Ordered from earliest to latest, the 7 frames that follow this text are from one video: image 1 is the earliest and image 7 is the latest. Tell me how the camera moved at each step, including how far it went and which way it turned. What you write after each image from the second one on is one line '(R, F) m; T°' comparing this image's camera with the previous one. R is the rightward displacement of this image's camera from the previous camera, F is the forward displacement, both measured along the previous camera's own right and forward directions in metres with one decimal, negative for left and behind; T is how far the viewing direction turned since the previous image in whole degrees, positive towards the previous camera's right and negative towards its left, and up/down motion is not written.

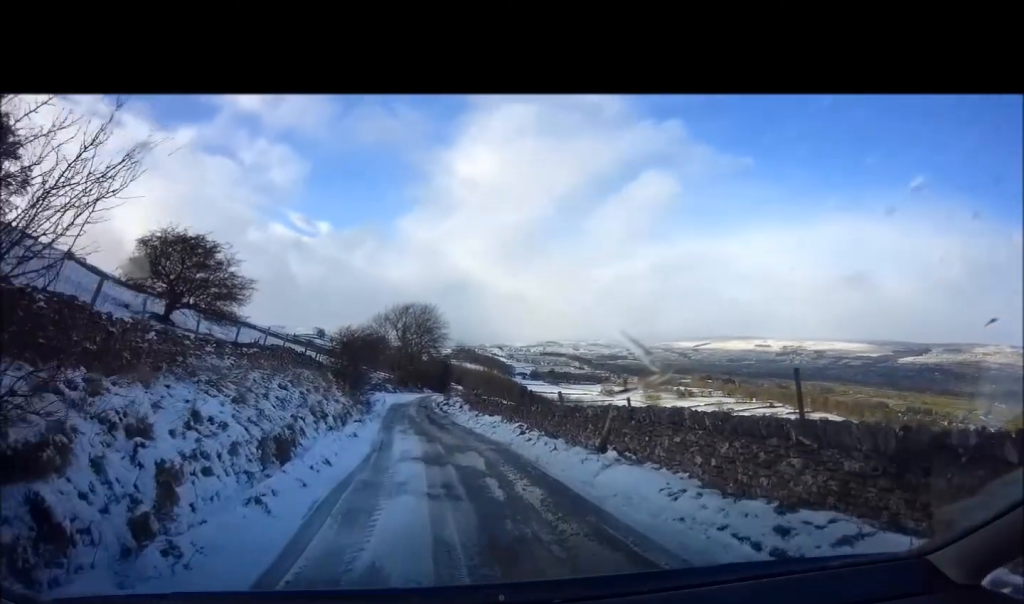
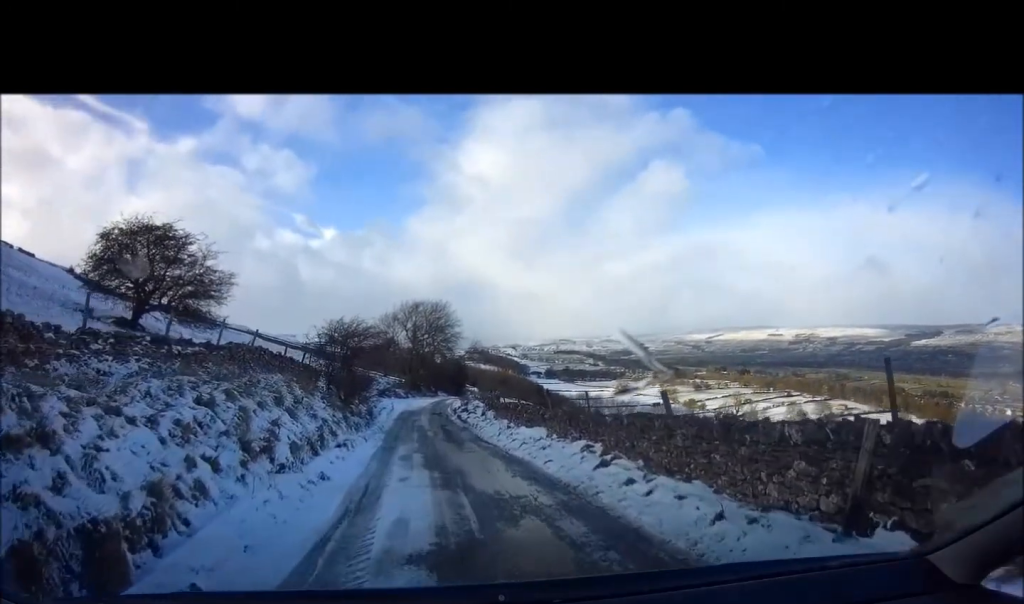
(-0.5, +5.9) m; -4°
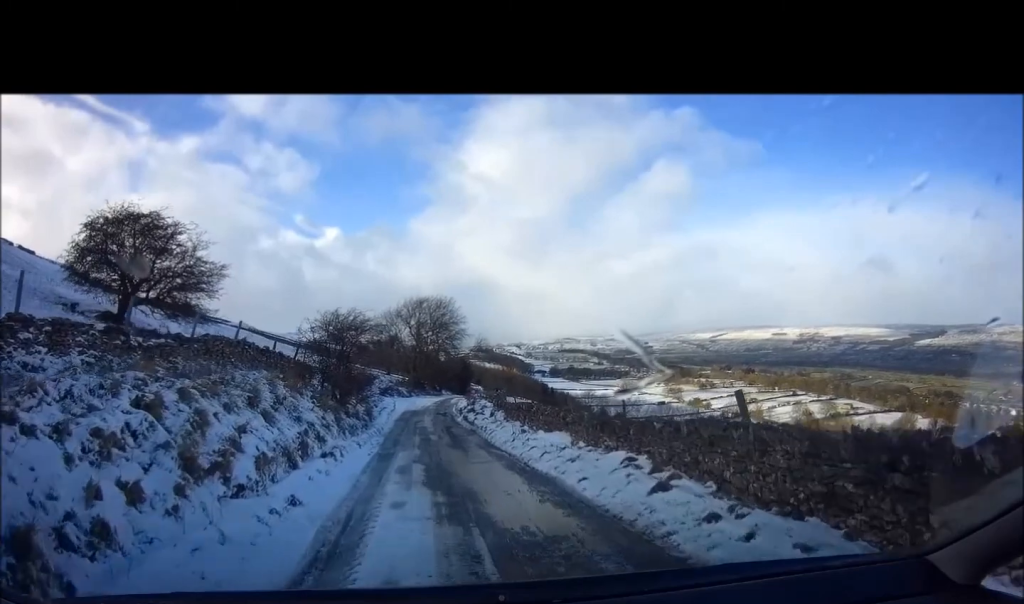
(0.0, +2.0) m; -4°
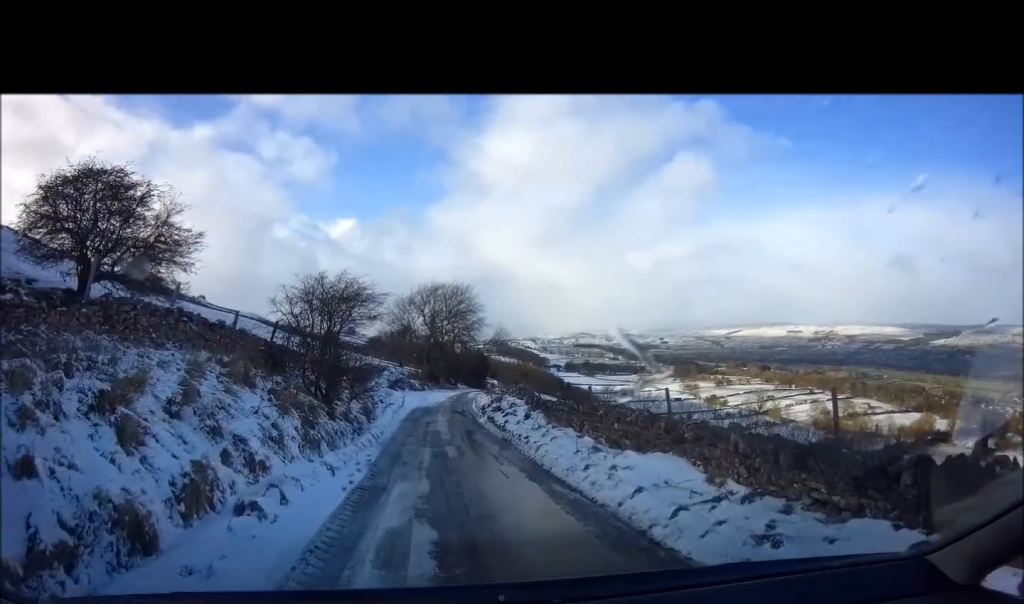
(-0.4, +5.7) m; -1°
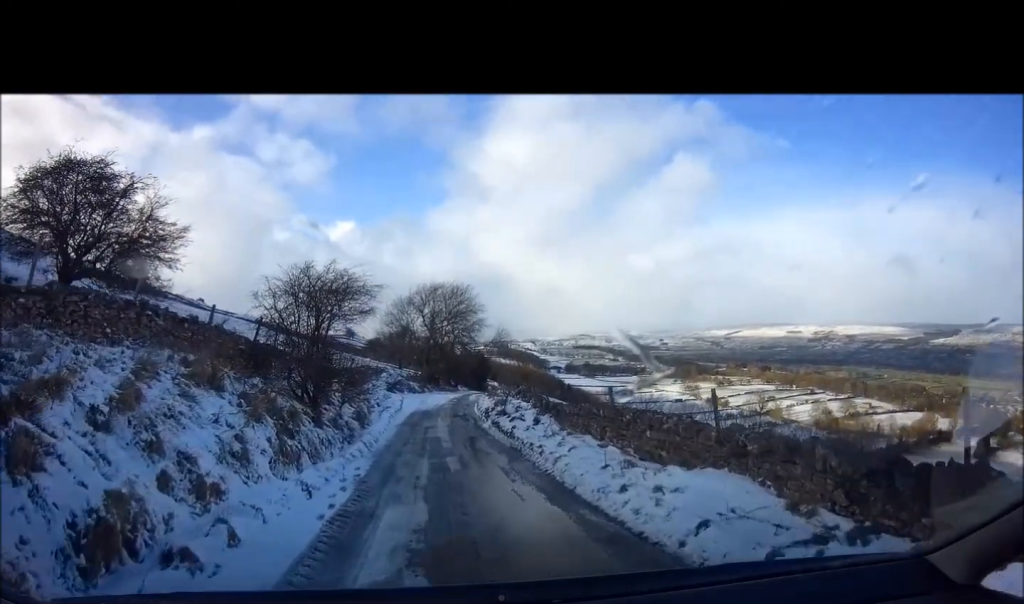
(+0.2, +1.7) m; +5°
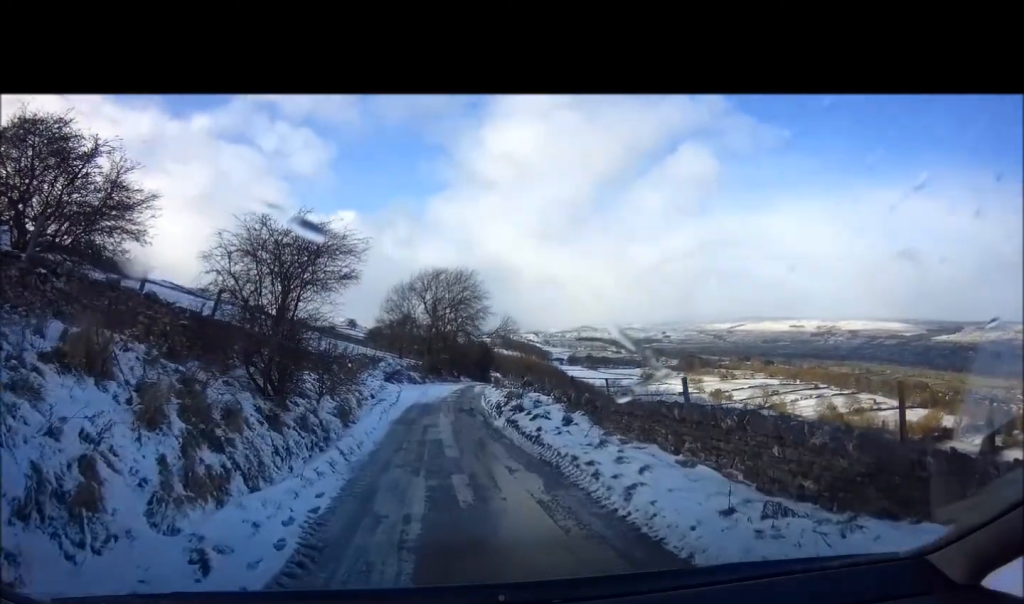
(0.0, +3.3) m; 0°
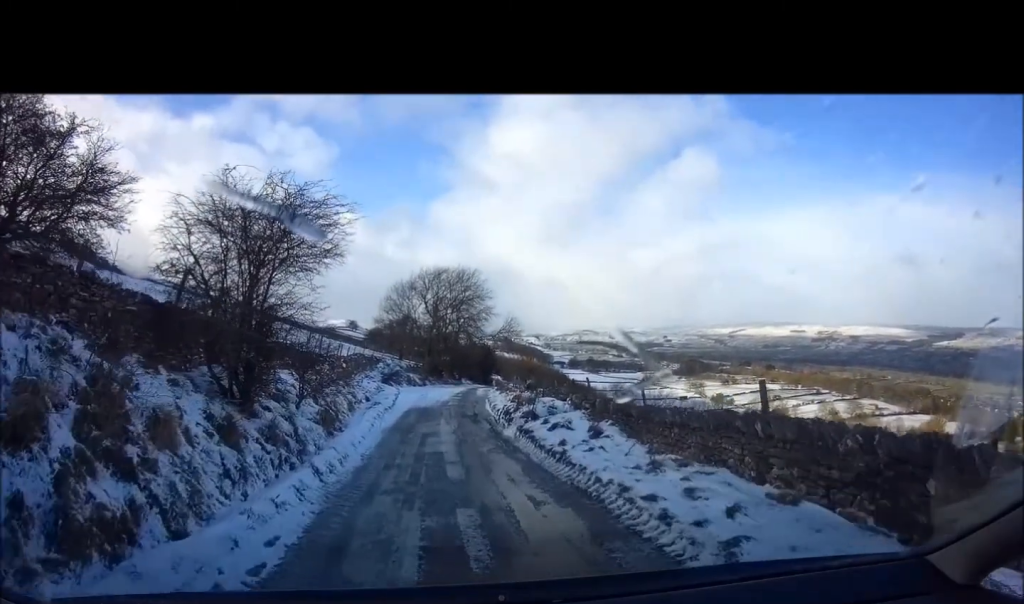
(0.0, +2.0) m; -6°
